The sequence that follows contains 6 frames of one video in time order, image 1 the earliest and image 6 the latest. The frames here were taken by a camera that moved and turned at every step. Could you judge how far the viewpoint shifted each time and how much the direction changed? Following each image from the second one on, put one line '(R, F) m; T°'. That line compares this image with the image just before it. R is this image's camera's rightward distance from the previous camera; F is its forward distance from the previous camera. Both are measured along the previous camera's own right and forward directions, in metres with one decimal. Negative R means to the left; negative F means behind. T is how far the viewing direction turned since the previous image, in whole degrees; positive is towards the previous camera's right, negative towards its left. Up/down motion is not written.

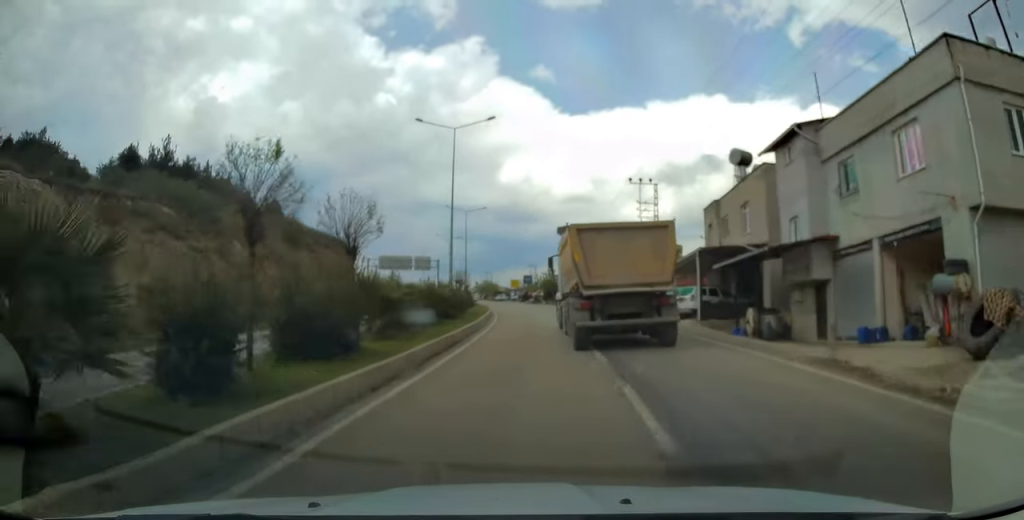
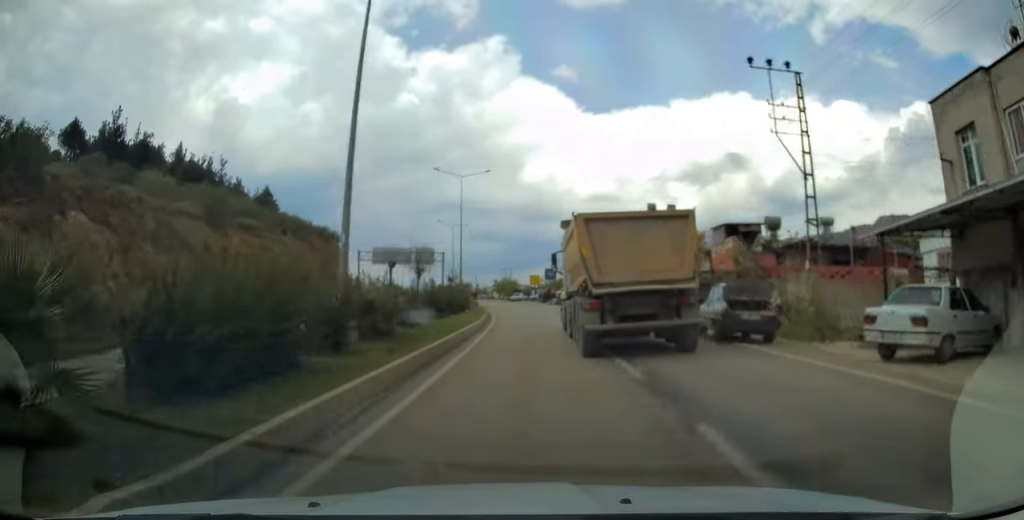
(-0.6, +22.1) m; -3°
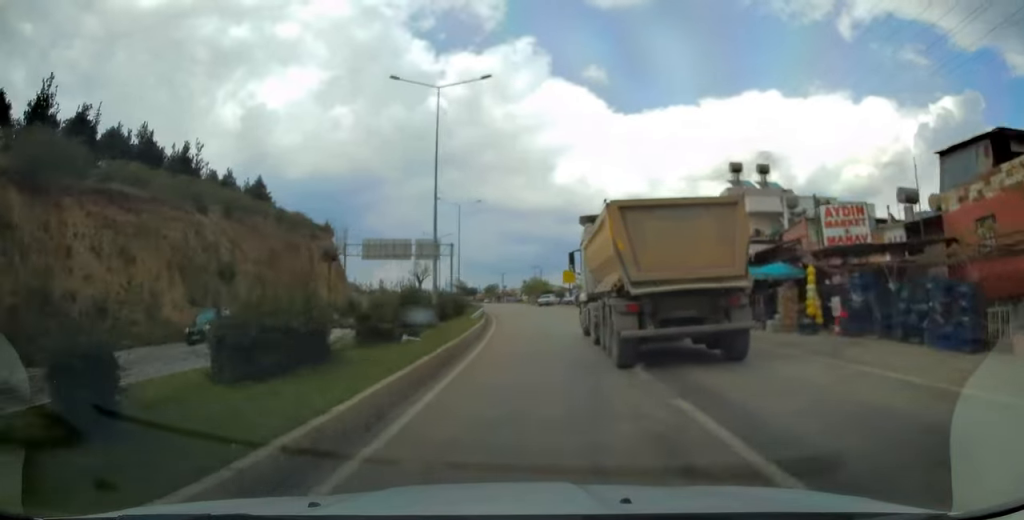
(-0.7, +23.8) m; -3°
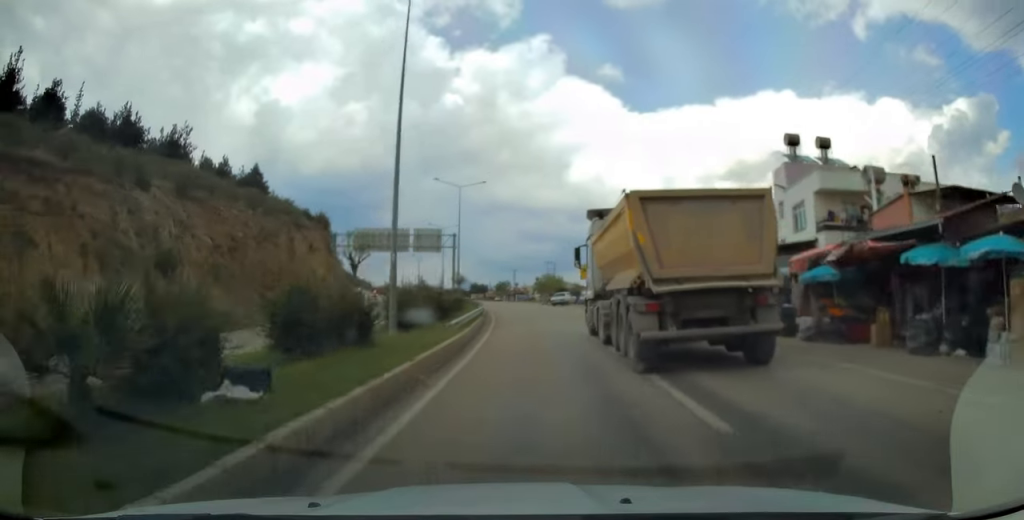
(0.0, +9.8) m; -1°
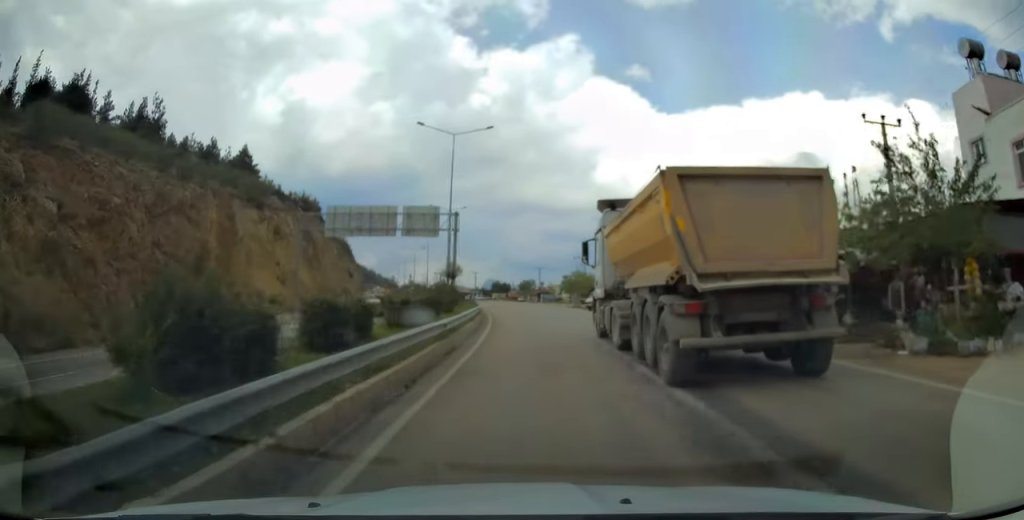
(-0.4, +18.9) m; -3°
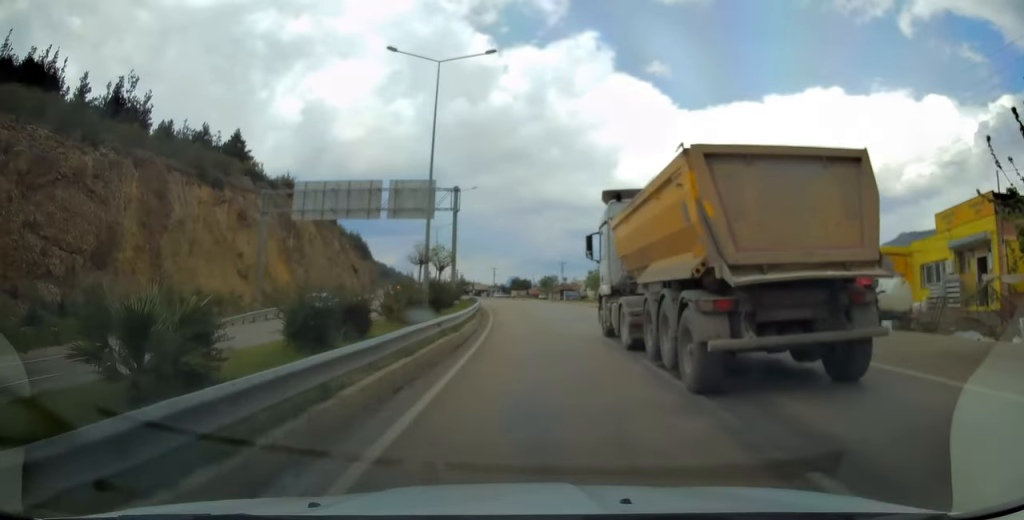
(-0.2, +12.6) m; -2°
